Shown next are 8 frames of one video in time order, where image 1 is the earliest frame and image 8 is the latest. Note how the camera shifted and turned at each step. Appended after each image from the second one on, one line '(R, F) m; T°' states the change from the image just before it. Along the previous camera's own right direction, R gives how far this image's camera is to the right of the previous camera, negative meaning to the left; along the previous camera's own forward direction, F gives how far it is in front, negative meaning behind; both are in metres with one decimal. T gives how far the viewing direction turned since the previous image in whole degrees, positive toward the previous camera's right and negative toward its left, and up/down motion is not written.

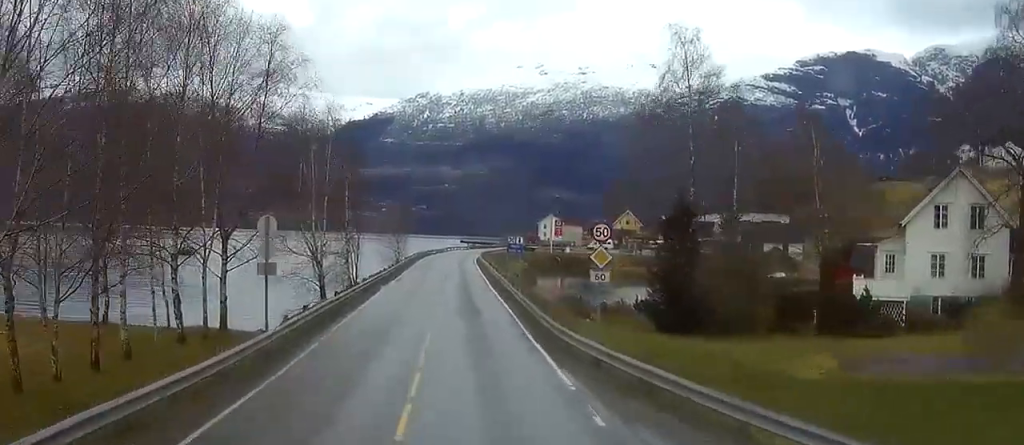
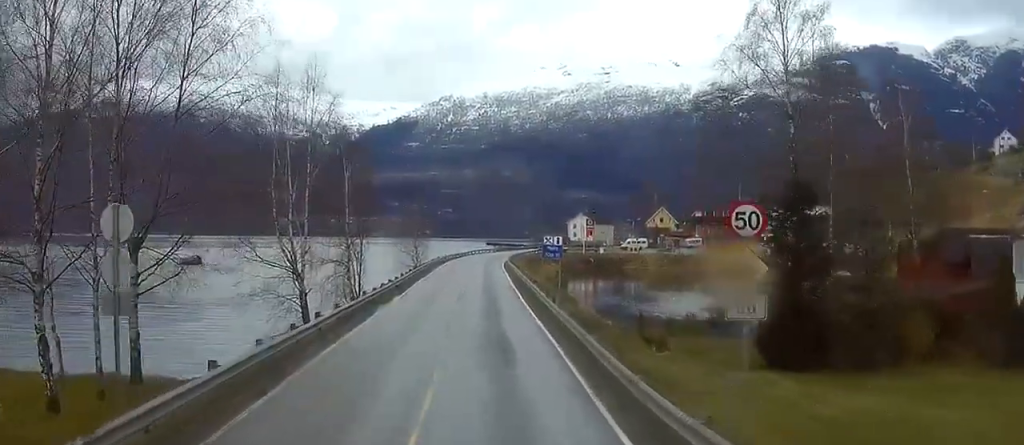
(-0.2, +13.6) m; -1°
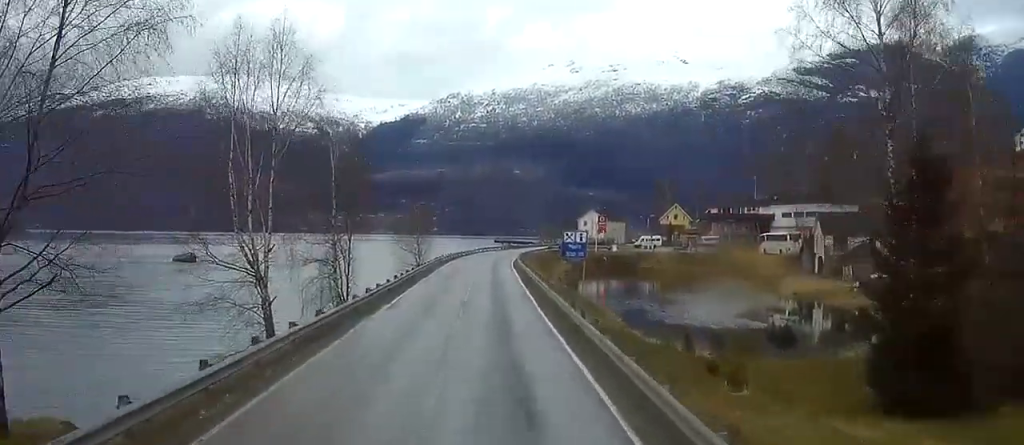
(-0.1, +9.1) m; 0°
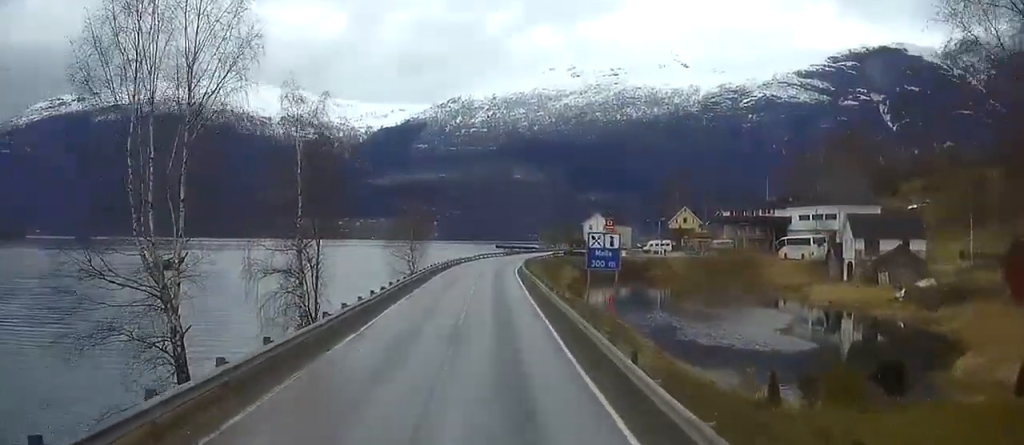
(0.0, +11.0) m; 0°
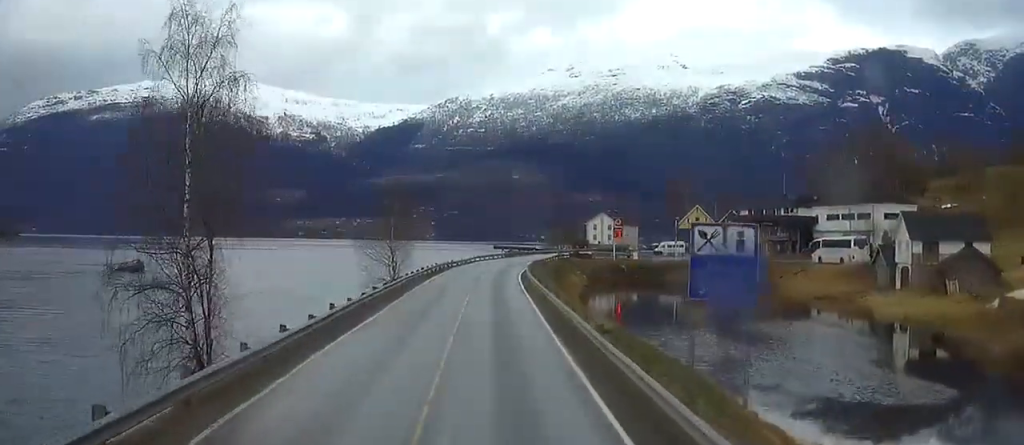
(+0.1, +17.9) m; +1°
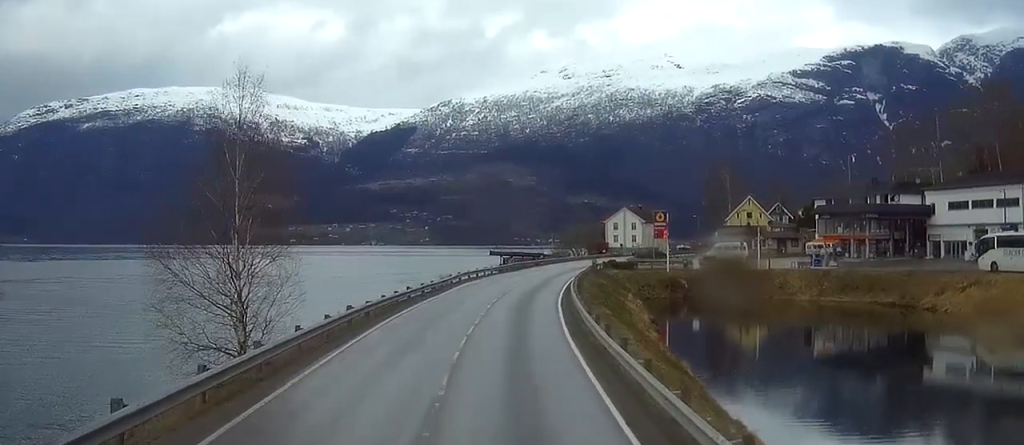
(+0.4, +51.5) m; +1°
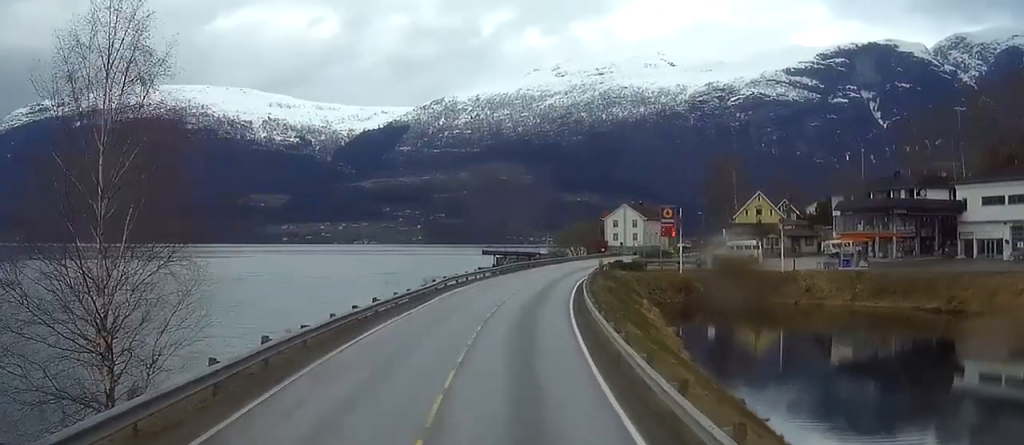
(0.0, +11.4) m; +1°
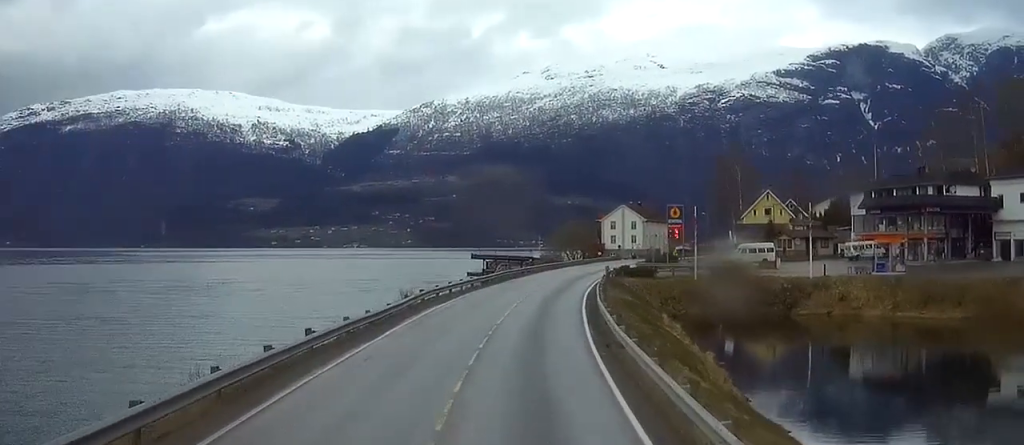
(+0.1, +11.6) m; +1°
